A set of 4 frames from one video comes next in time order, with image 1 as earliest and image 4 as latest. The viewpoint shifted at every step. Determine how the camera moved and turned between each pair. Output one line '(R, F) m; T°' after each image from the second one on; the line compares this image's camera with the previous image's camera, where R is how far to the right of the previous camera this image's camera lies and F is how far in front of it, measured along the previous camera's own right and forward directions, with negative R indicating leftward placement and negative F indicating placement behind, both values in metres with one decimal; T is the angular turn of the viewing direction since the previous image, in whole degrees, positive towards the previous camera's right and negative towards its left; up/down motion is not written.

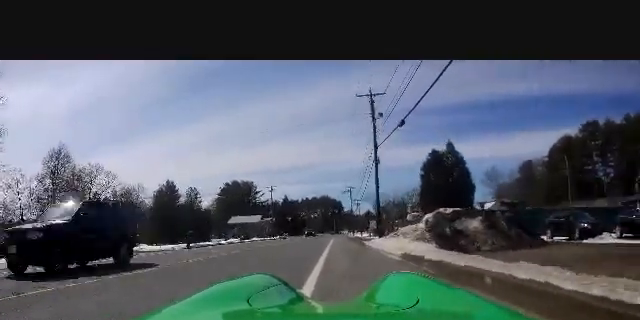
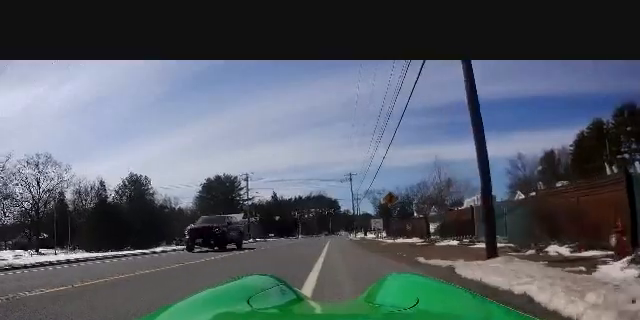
(+0.3, +20.0) m; 0°
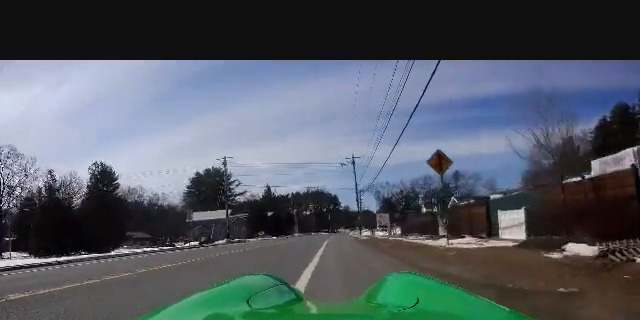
(-0.4, +12.9) m; -1°
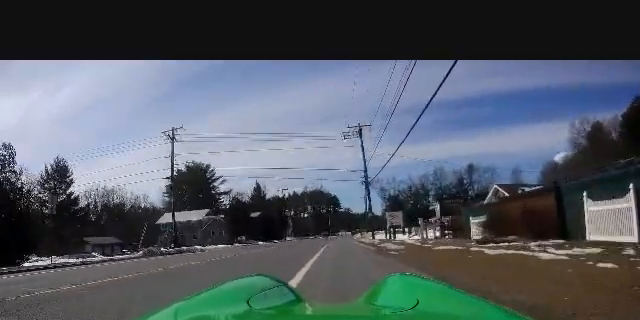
(+0.8, +17.6) m; +4°
